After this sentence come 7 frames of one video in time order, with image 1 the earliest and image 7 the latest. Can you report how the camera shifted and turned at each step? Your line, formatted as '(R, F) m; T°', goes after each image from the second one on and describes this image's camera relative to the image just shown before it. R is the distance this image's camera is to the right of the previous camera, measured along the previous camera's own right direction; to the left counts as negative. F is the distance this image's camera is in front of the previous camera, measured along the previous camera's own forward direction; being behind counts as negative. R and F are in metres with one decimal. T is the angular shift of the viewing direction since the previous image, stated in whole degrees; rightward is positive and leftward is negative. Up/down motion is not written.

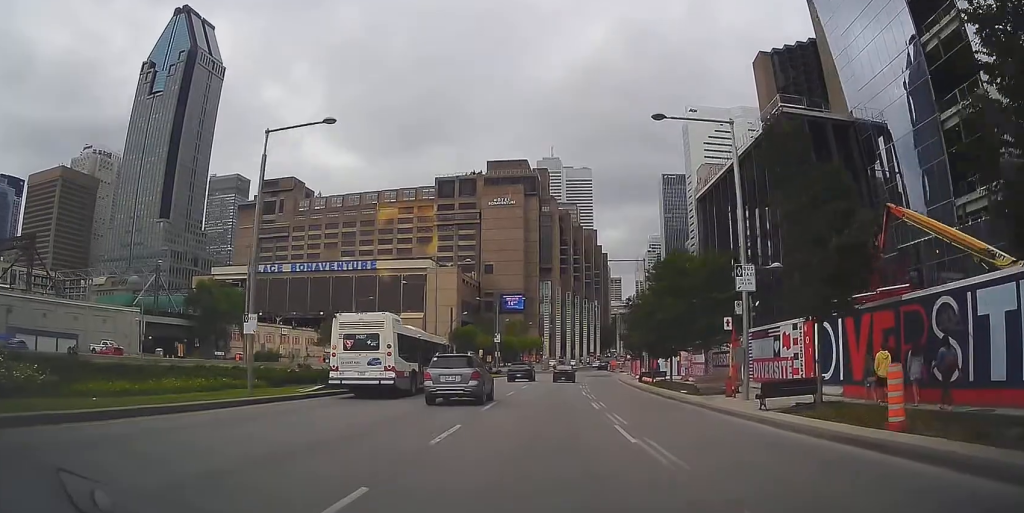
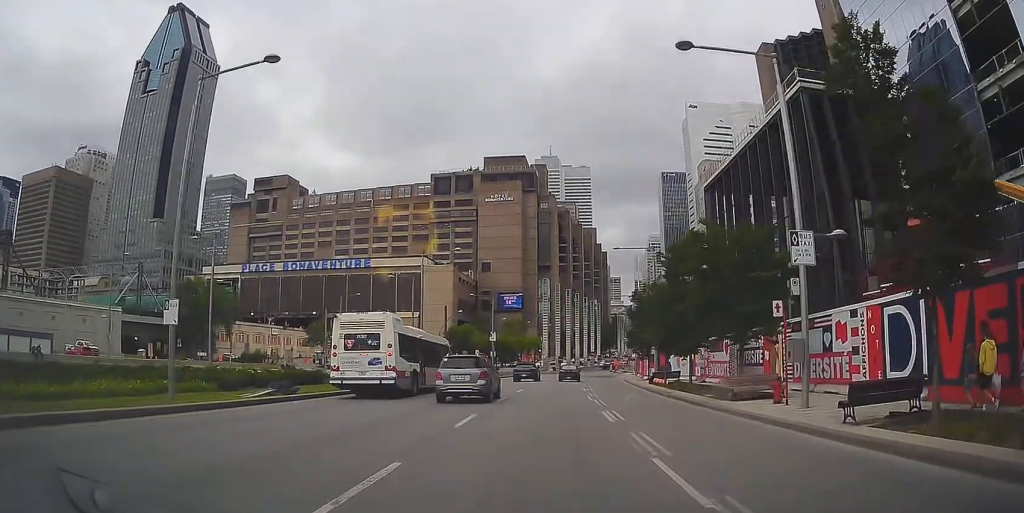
(+0.1, +5.4) m; +1°
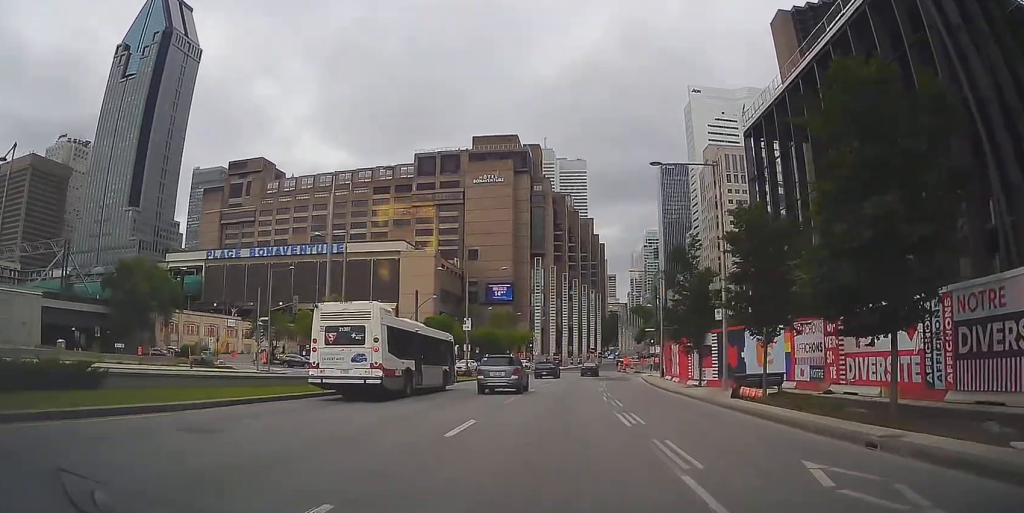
(+0.2, +19.9) m; 0°
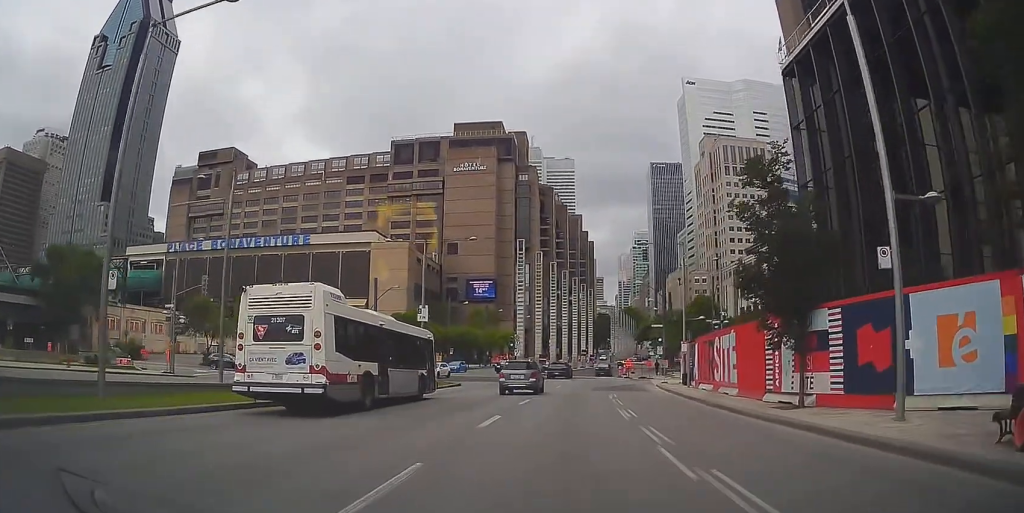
(0.0, +14.9) m; +1°
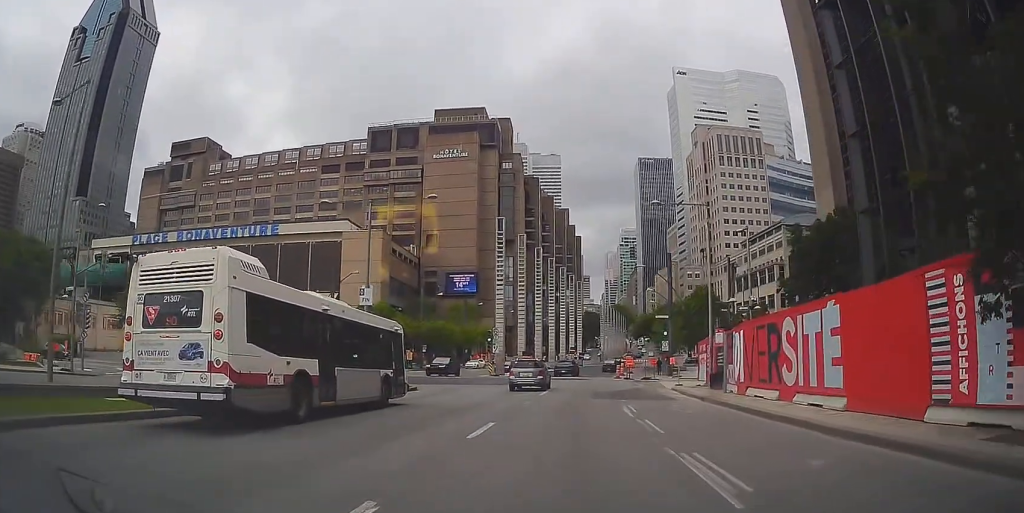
(+0.2, +10.7) m; +1°
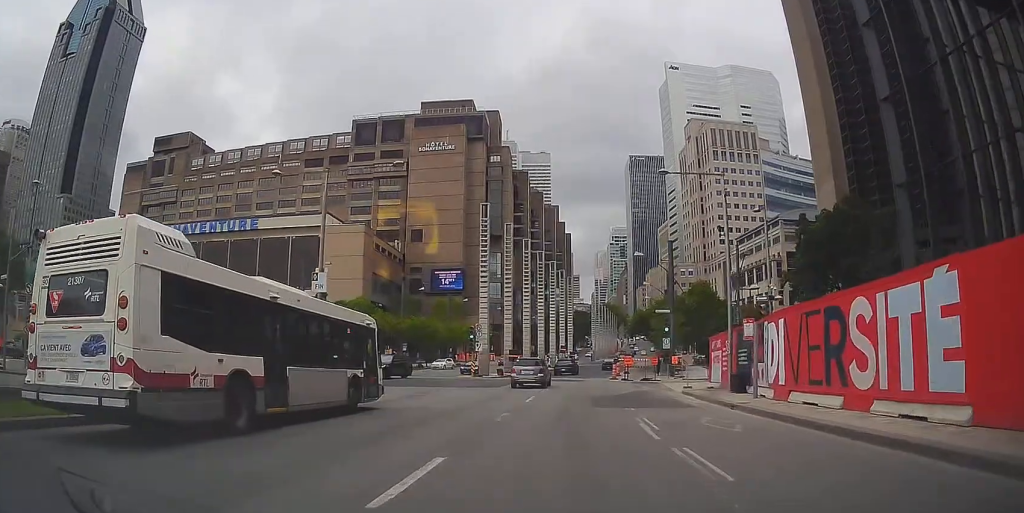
(0.0, +5.6) m; +1°
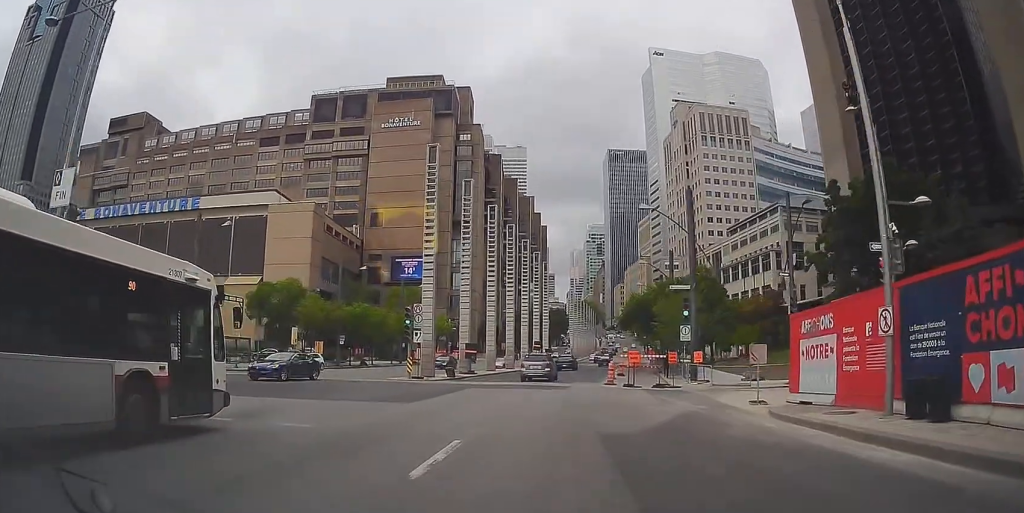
(+0.5, +16.0) m; +3°
